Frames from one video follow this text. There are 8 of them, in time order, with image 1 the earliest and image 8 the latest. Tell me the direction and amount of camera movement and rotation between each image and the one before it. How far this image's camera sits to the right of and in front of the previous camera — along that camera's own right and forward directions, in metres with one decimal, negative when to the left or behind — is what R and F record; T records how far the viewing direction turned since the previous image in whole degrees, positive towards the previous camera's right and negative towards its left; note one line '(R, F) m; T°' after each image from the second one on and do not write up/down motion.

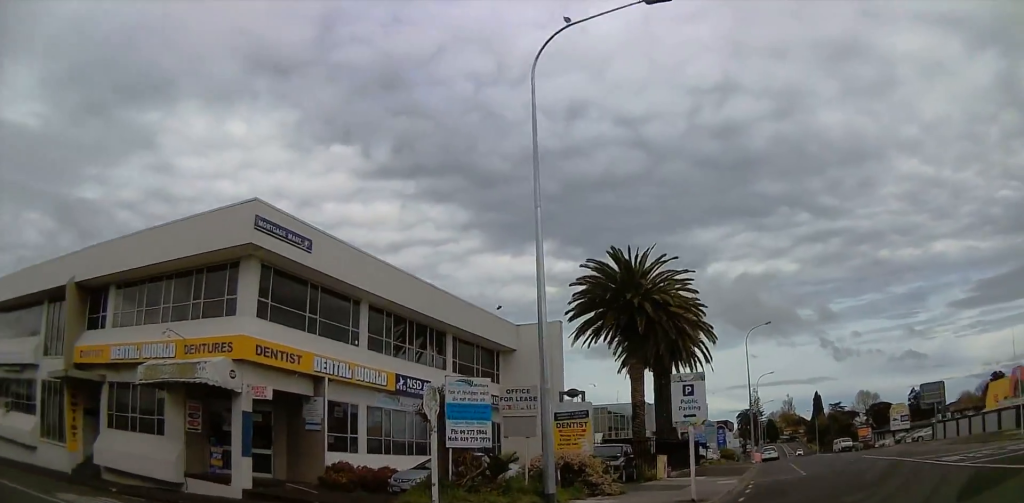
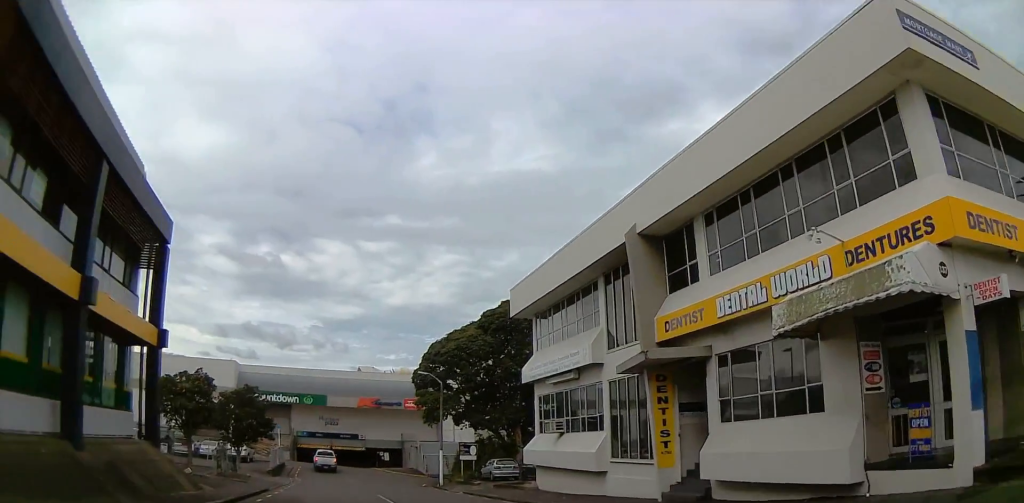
(-3.6, +7.3) m; -55°
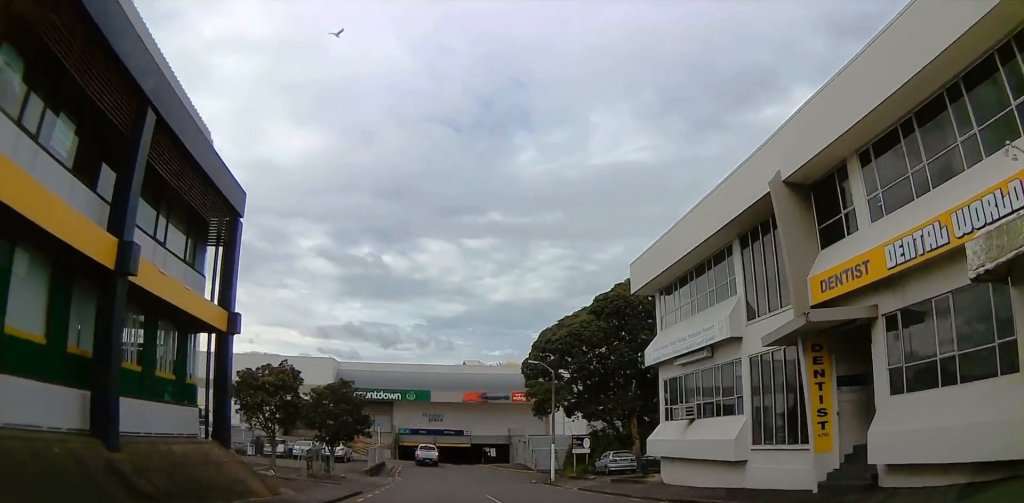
(-0.6, +2.5) m; -10°
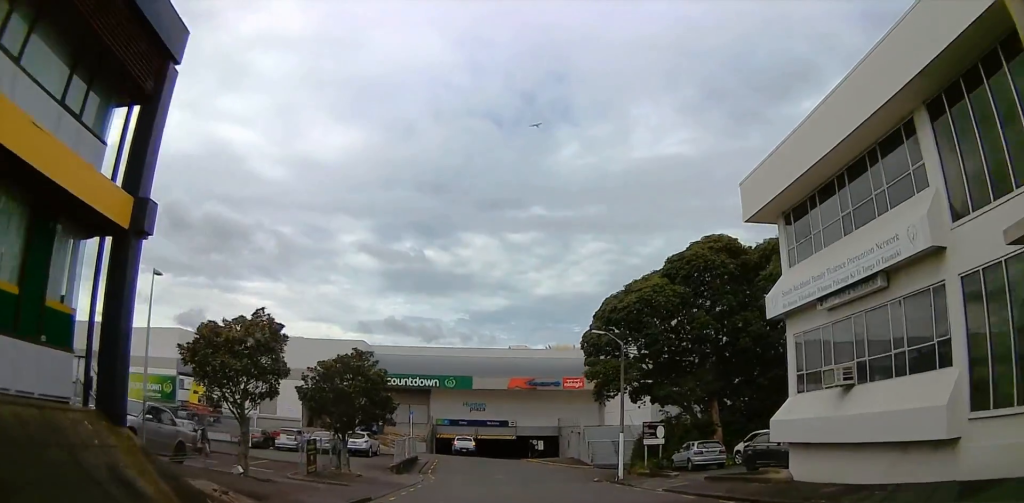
(-0.4, +6.4) m; +1°
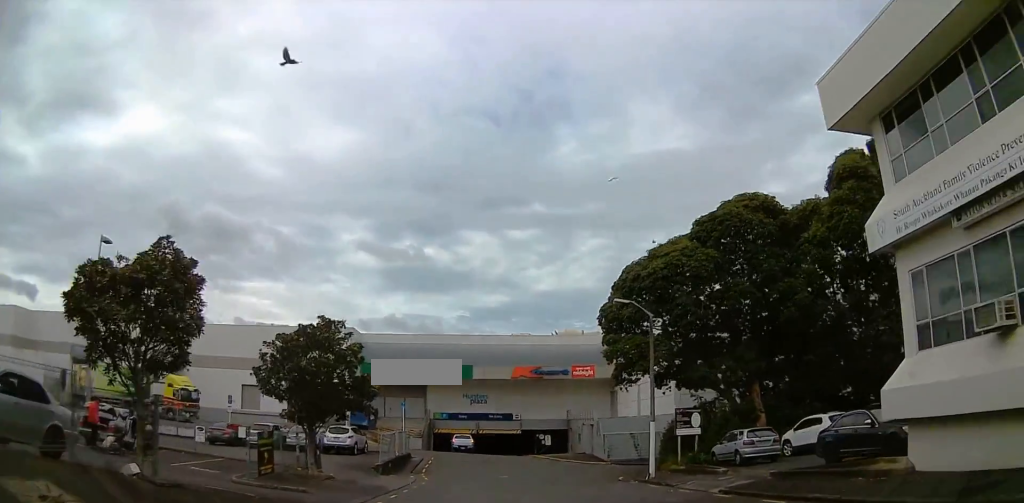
(+0.6, +5.1) m; -11°
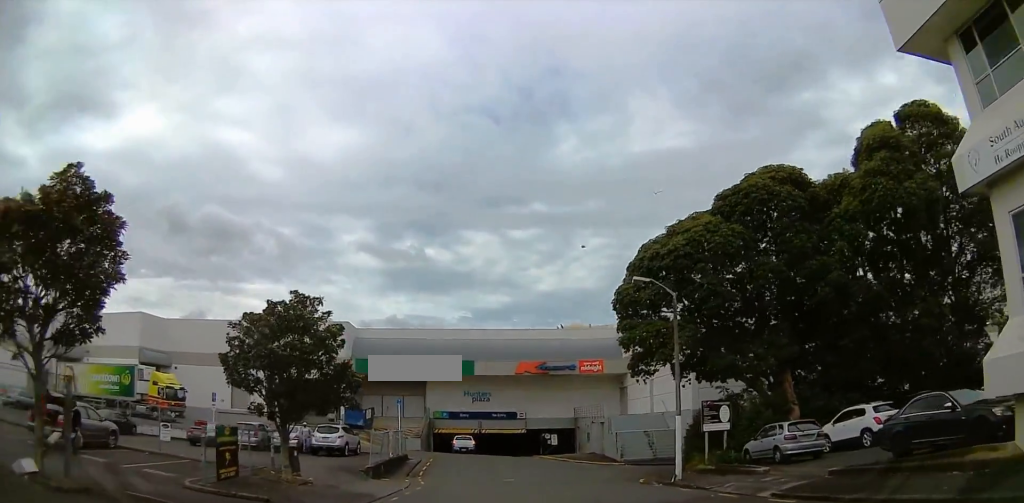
(-0.9, +3.2) m; +1°
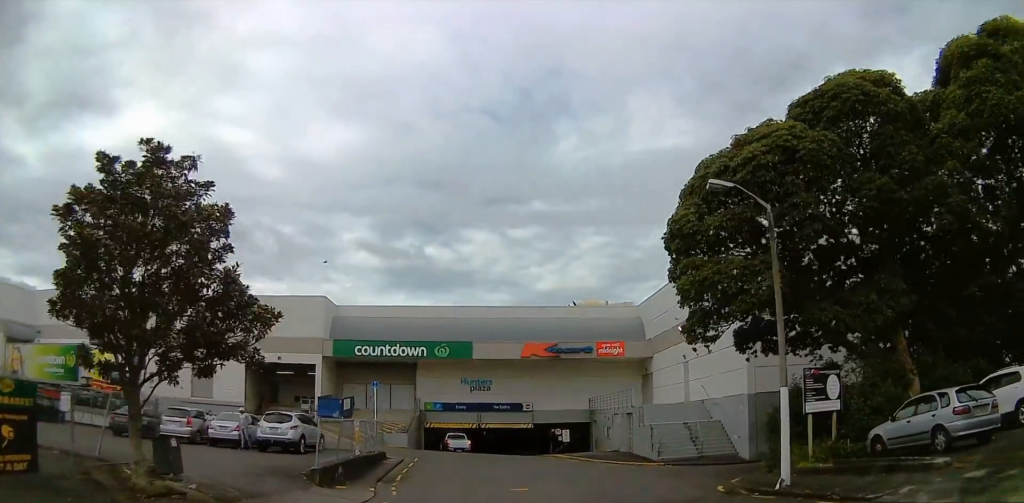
(+1.1, +8.5) m; 0°
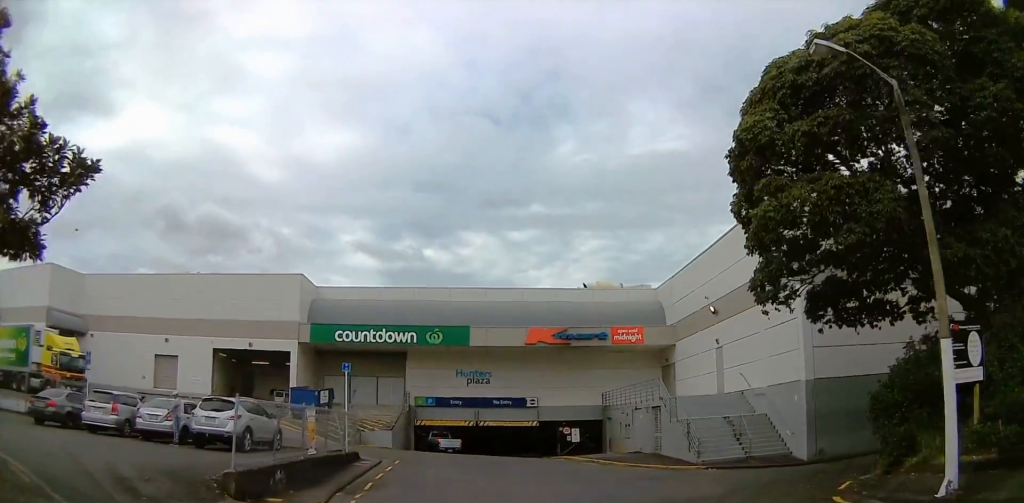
(-1.6, +6.4) m; 0°
